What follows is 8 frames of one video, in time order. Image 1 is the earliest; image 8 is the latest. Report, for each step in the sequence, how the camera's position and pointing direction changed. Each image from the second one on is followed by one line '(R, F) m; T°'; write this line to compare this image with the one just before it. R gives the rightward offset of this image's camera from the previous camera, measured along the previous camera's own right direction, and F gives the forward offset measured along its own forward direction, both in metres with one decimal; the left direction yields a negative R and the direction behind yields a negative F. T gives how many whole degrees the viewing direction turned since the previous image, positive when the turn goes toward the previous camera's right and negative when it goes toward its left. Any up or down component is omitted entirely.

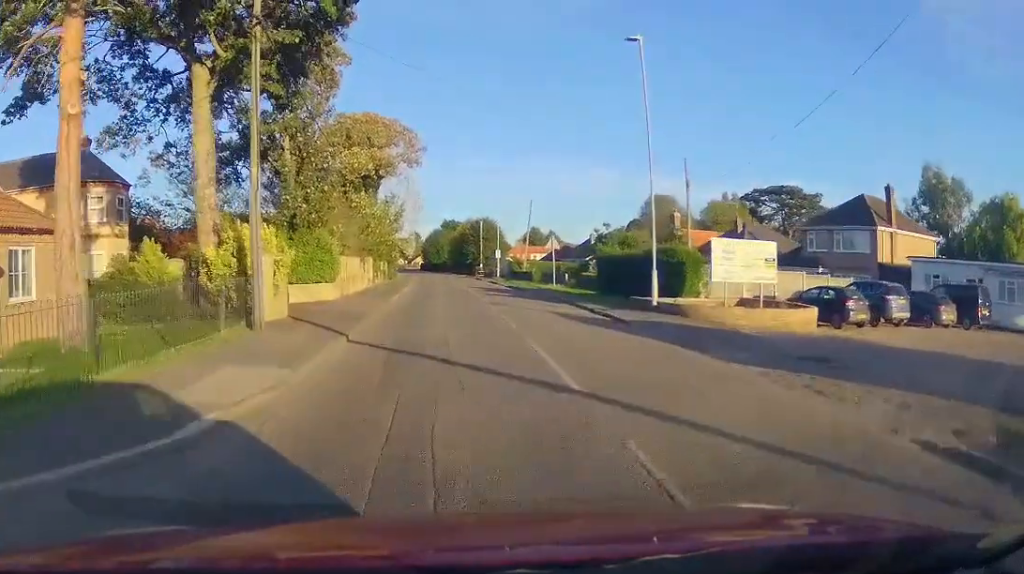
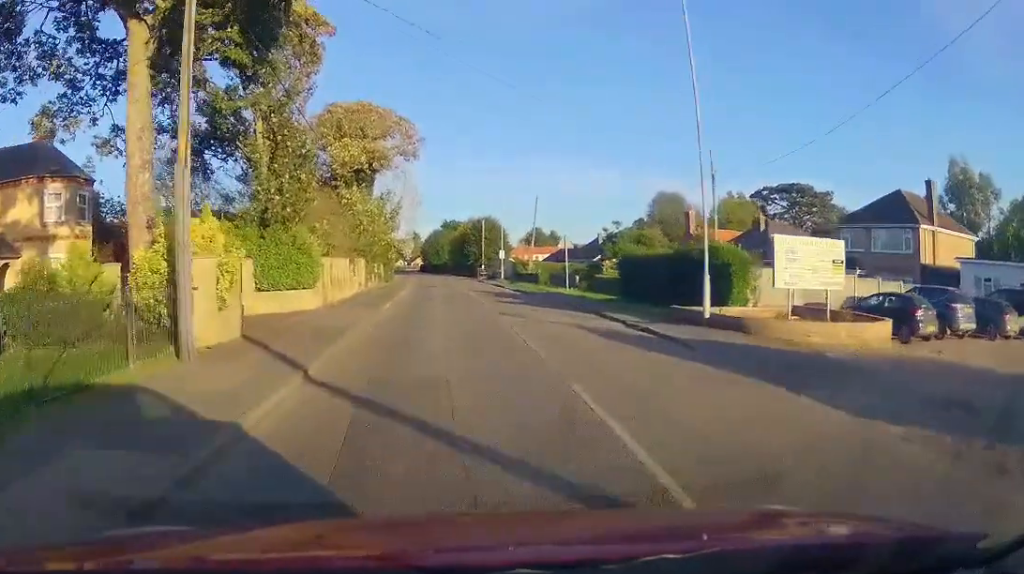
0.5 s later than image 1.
(0.0, +3.9) m; +1°
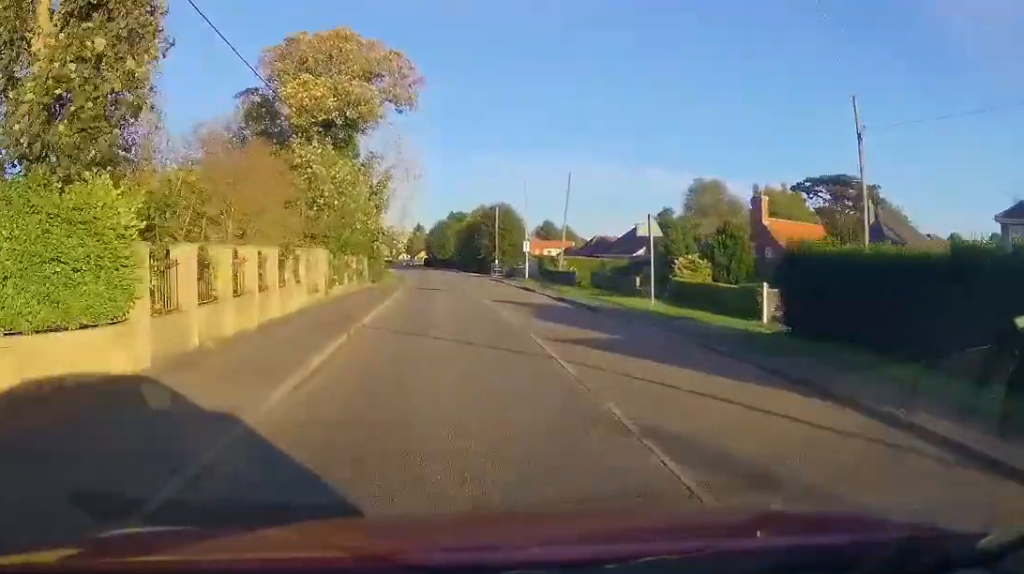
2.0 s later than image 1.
(+0.1, +13.4) m; -2°
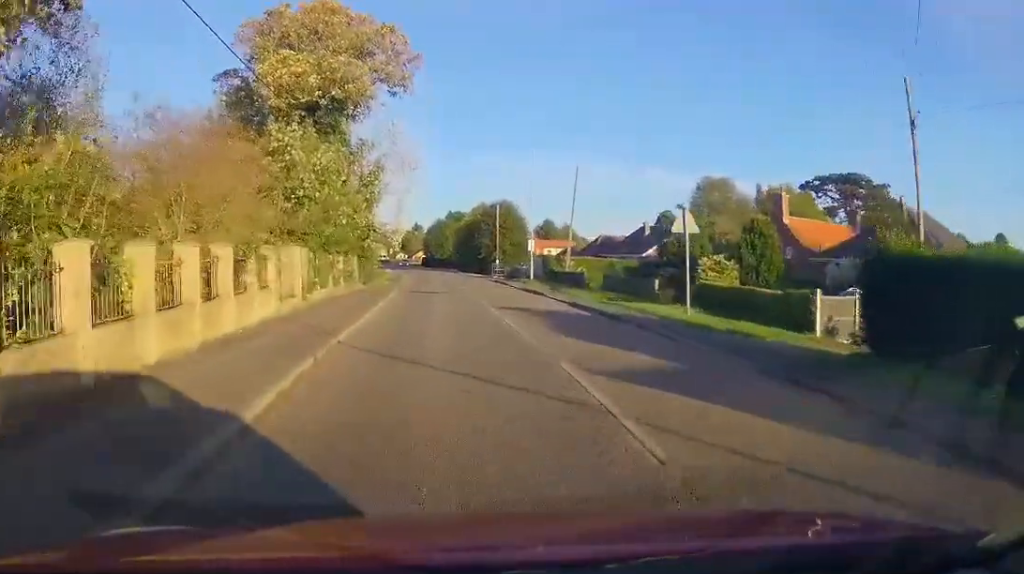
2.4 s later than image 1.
(-0.2, +3.5) m; 0°
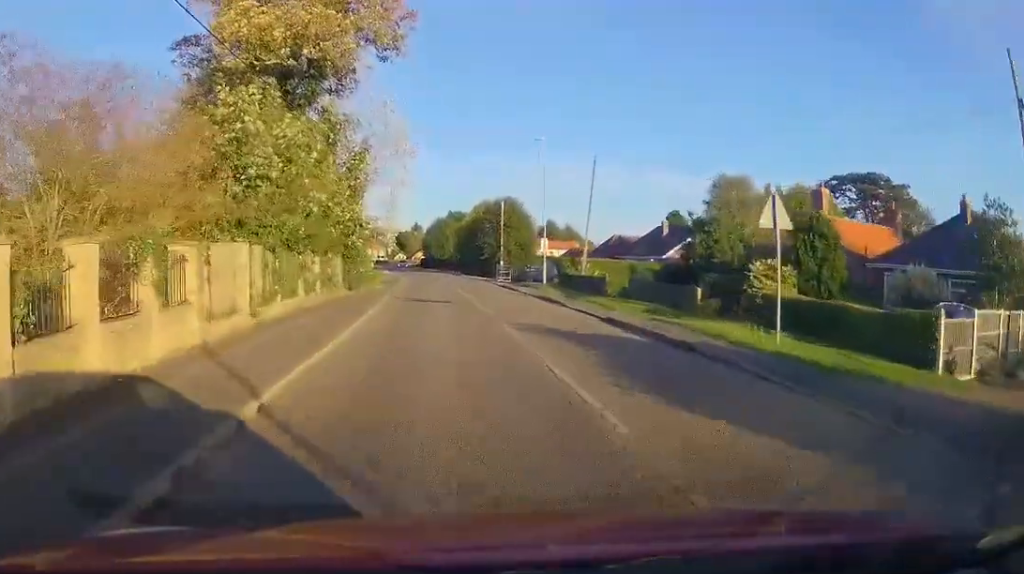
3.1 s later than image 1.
(-0.1, +5.5) m; +1°
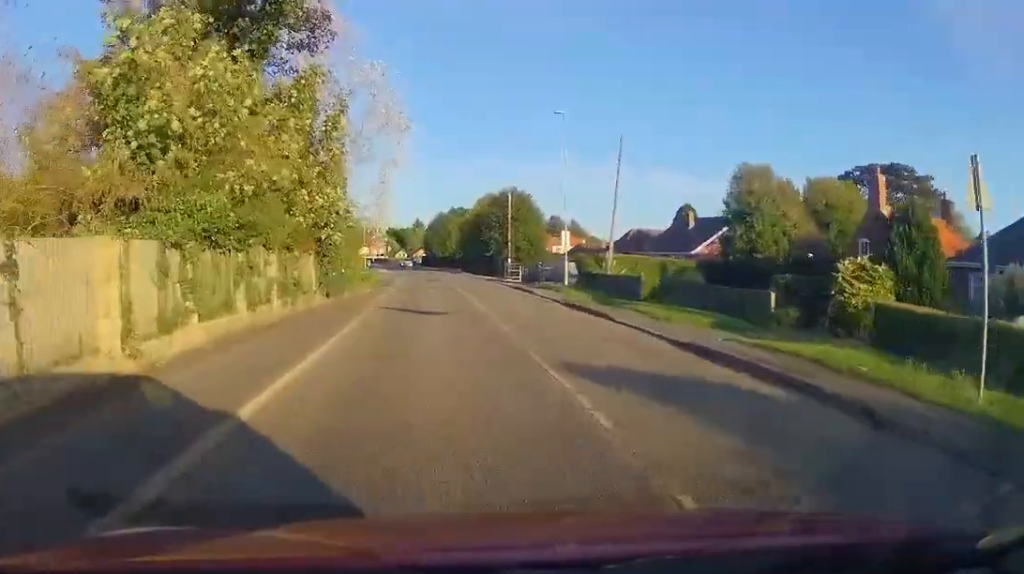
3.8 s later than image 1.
(+0.3, +6.2) m; +3°
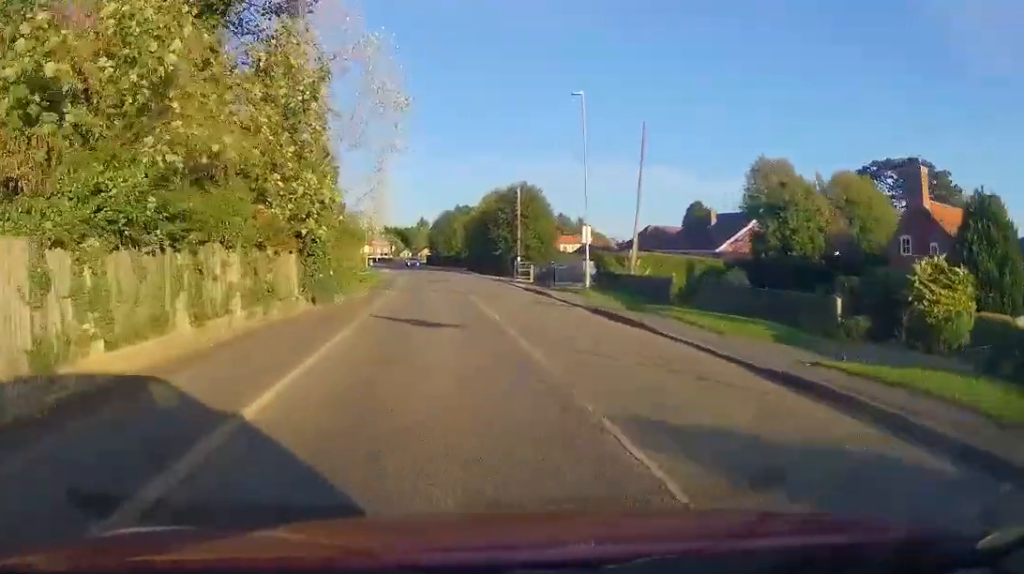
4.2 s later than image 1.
(0.0, +3.5) m; -2°
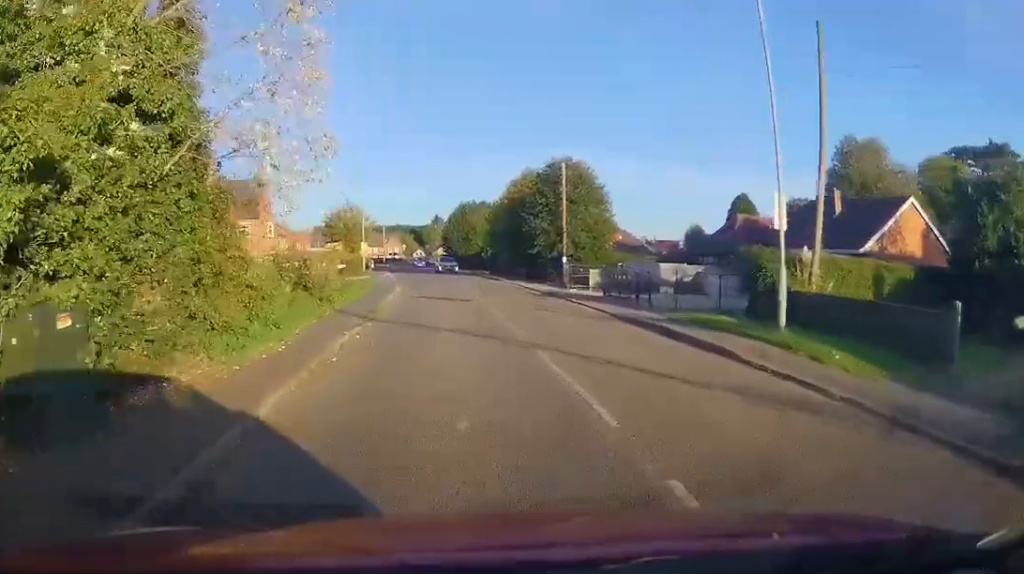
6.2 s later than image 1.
(-0.7, +15.7) m; -3°
